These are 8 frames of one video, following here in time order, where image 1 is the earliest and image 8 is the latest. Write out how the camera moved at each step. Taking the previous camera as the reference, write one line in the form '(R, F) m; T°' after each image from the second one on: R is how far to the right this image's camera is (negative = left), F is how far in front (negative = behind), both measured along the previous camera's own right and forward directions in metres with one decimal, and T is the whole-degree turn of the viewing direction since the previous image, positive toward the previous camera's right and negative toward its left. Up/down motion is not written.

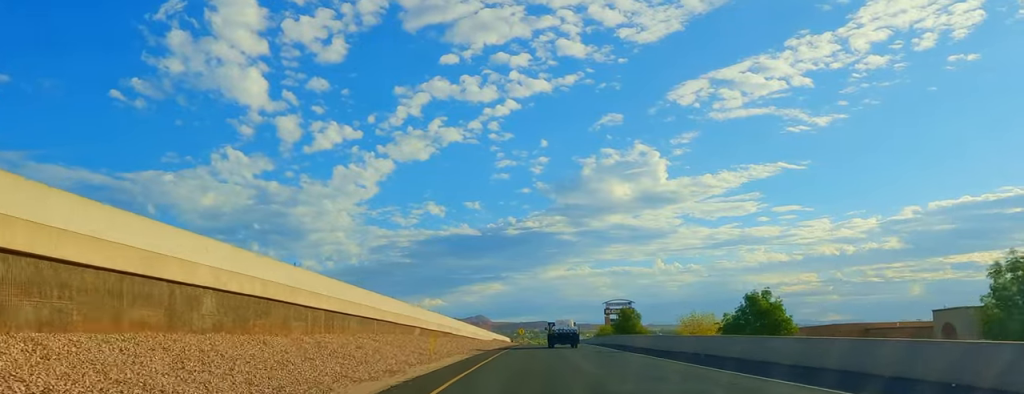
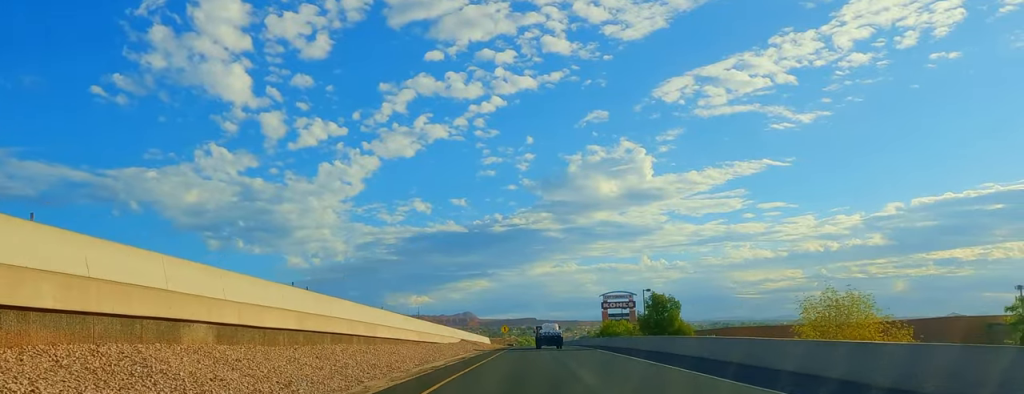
(+0.6, +34.9) m; +2°
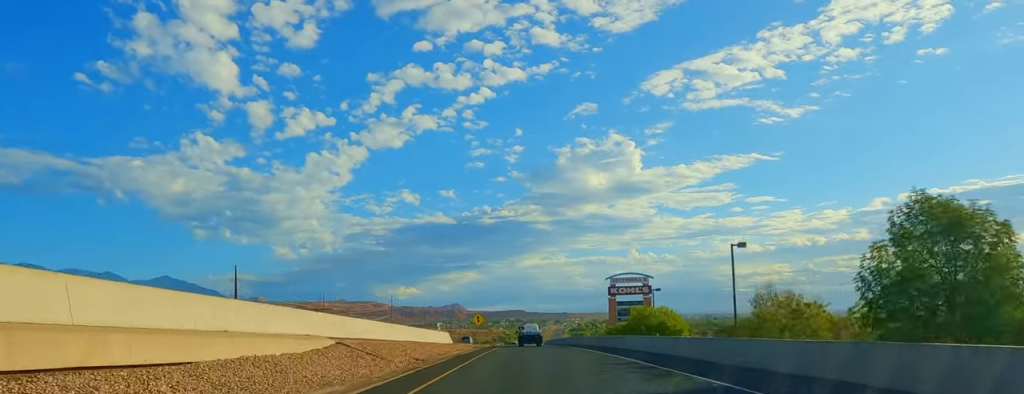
(+0.7, +47.3) m; 0°
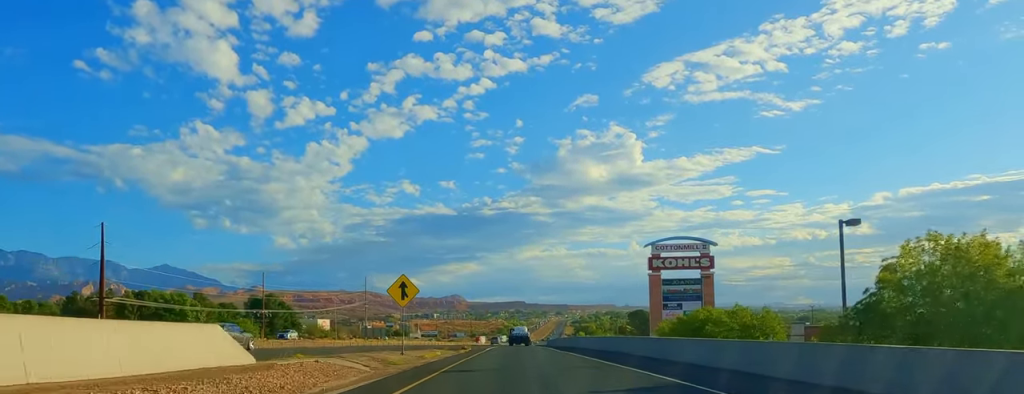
(-0.7, +56.9) m; 0°
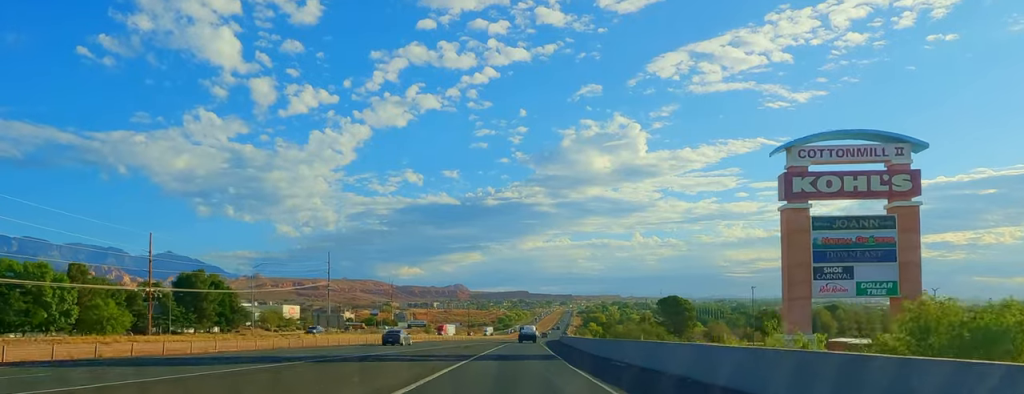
(+1.1, +58.9) m; +2°
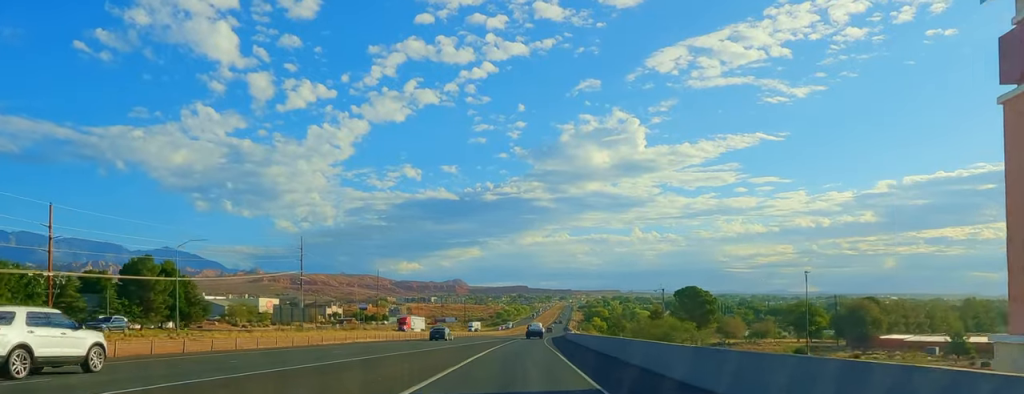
(+0.6, +27.2) m; 0°
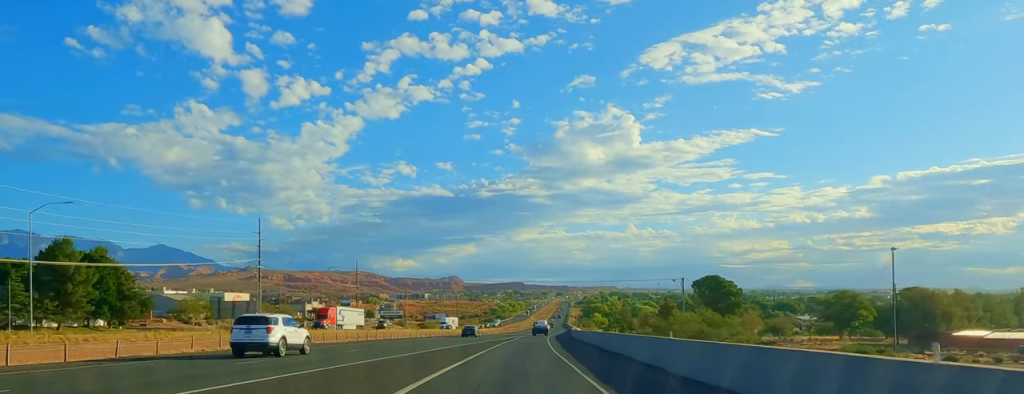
(-0.3, +28.6) m; 0°
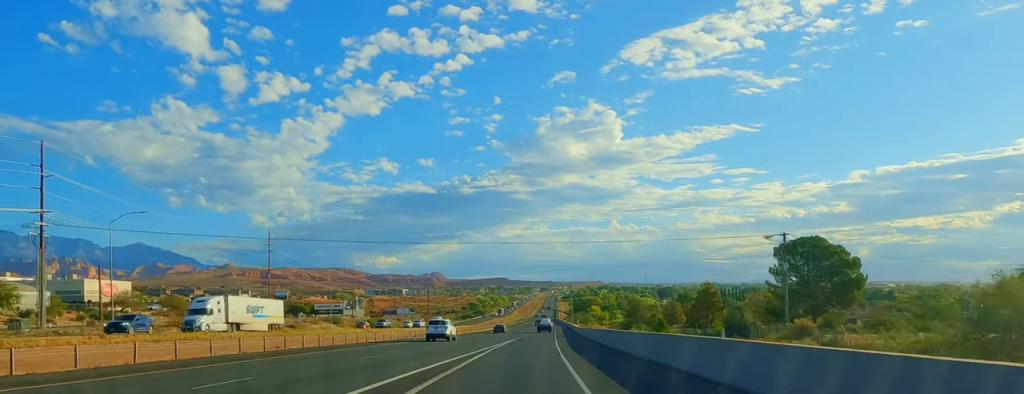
(-0.1, +71.6) m; 0°
